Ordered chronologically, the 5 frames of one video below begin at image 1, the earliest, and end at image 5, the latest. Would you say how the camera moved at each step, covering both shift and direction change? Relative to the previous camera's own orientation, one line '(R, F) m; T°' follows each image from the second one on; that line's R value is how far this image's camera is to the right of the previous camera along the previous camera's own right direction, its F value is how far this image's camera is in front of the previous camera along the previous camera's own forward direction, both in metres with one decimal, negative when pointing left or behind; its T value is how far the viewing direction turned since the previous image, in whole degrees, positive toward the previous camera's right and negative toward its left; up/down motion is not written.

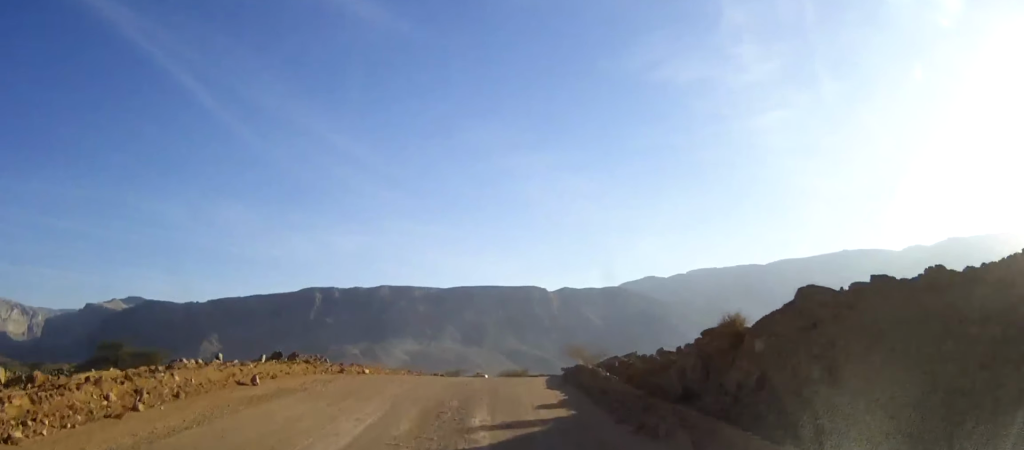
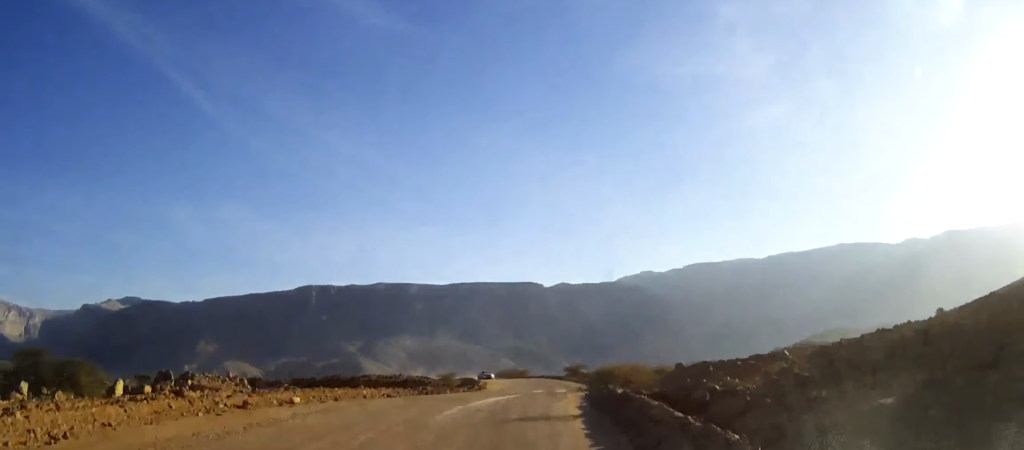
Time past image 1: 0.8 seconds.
(0.0, +9.7) m; +1°
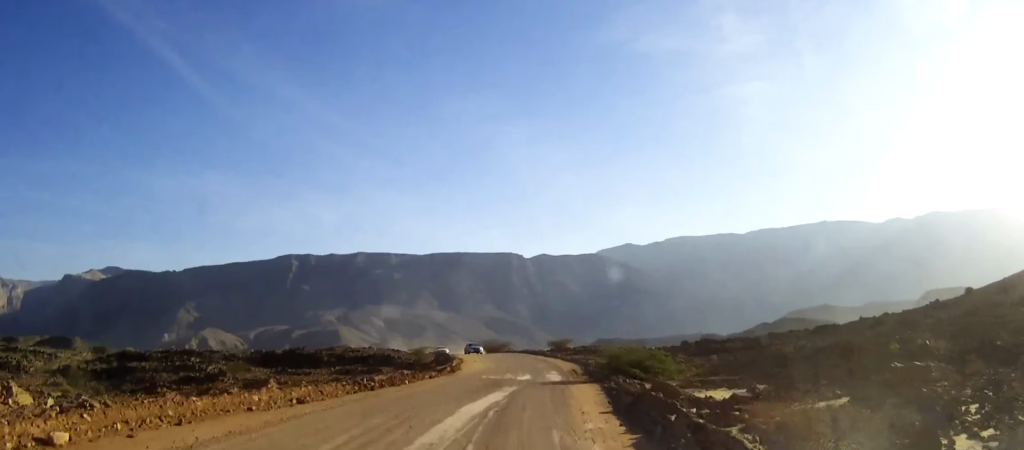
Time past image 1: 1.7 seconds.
(+0.1, +10.3) m; +1°
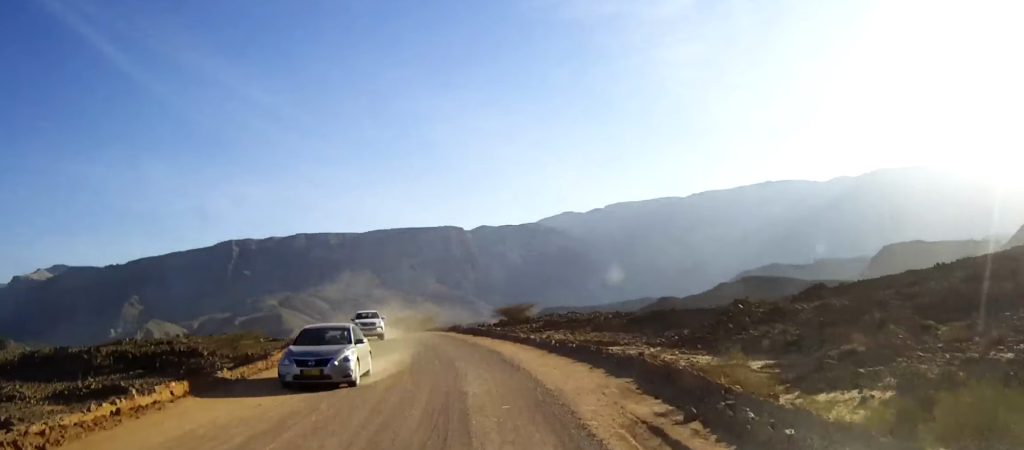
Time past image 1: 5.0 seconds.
(+2.0, +38.5) m; +4°
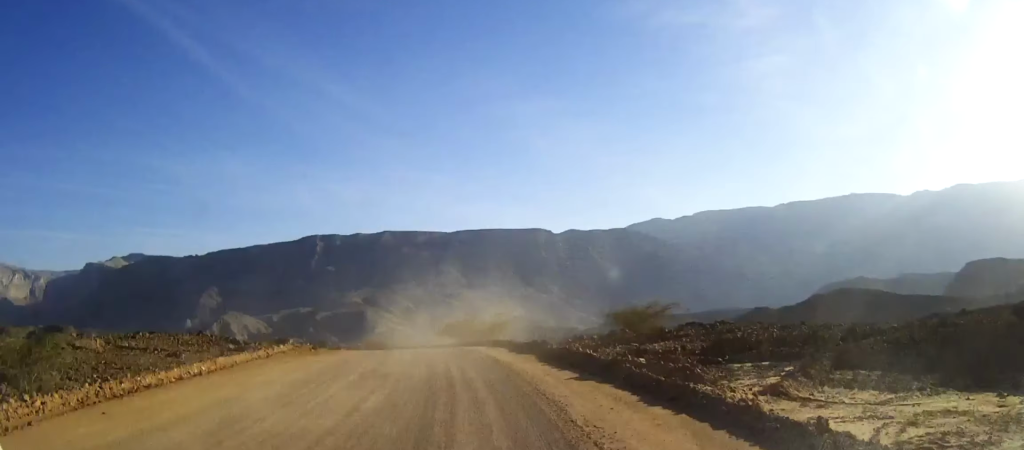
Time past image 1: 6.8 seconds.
(-0.8, +23.3) m; -5°
